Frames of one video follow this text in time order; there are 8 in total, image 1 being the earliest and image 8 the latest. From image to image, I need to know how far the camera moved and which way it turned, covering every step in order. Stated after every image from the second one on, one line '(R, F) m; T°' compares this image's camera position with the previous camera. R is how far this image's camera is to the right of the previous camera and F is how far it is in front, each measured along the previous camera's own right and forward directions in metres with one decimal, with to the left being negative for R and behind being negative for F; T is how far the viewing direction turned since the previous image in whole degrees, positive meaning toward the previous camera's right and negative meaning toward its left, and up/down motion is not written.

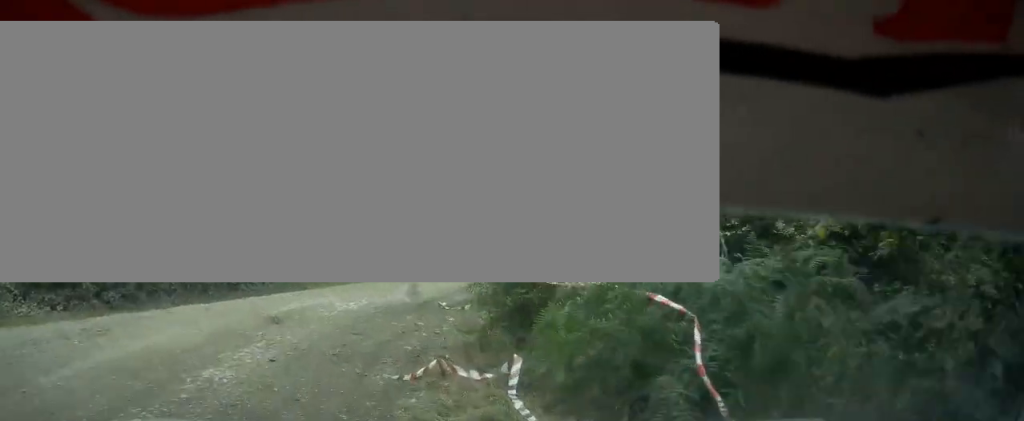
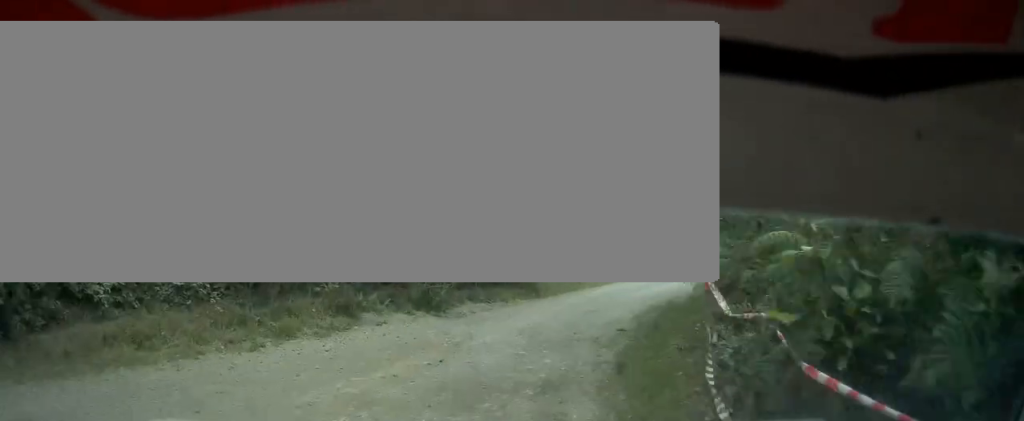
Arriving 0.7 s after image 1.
(+0.5, +8.6) m; +10°
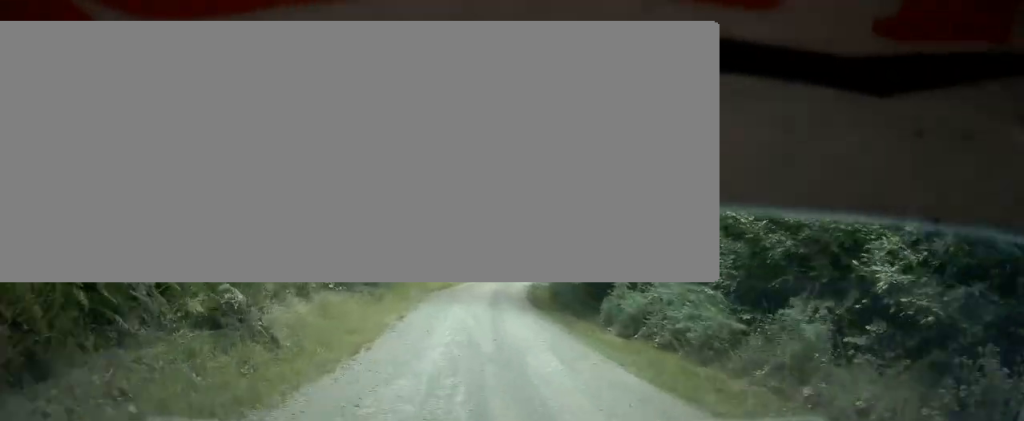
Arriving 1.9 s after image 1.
(+3.7, +15.7) m; +34°
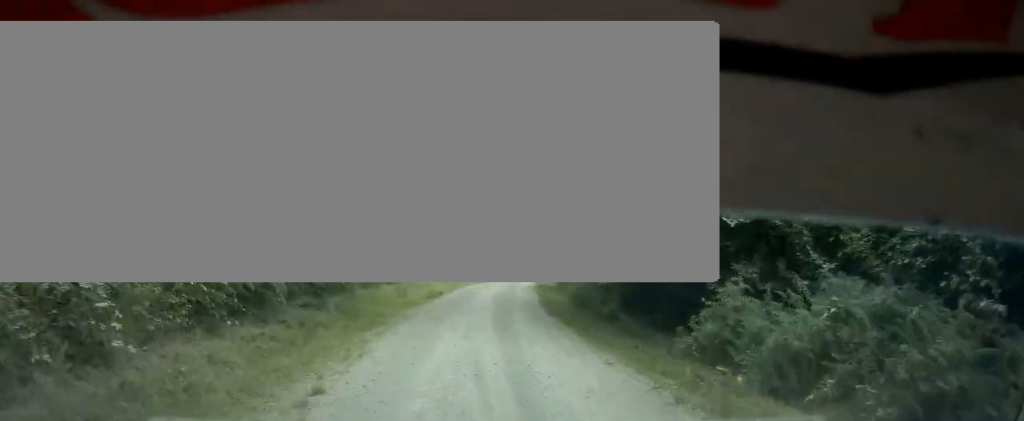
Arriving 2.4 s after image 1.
(+1.5, +5.8) m; +13°
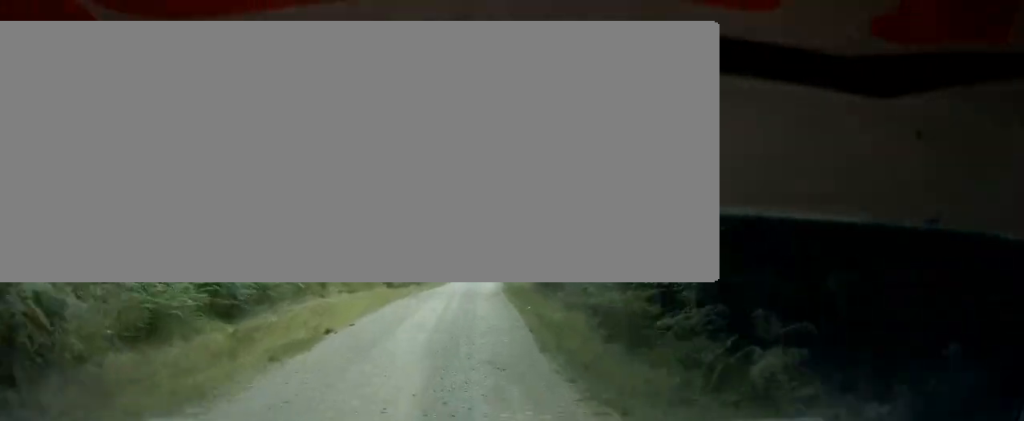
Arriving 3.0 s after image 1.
(+1.7, +9.7) m; +13°
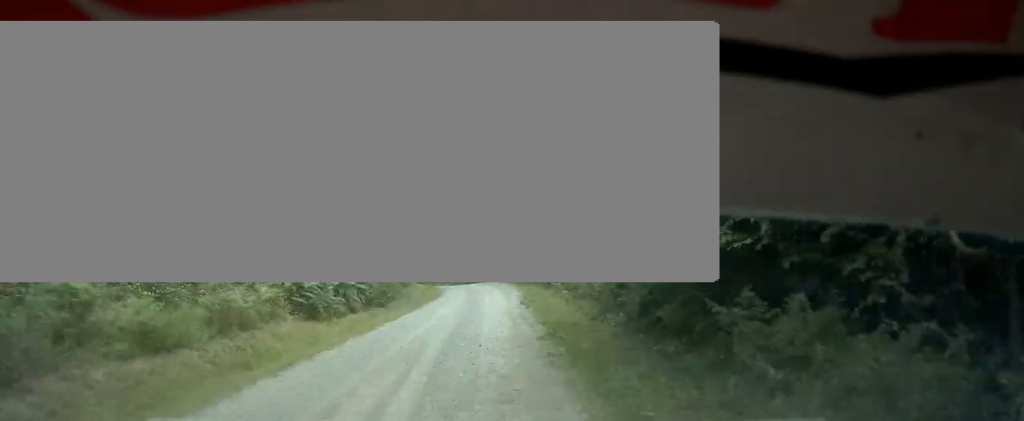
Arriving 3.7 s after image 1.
(+1.0, +12.7) m; +6°
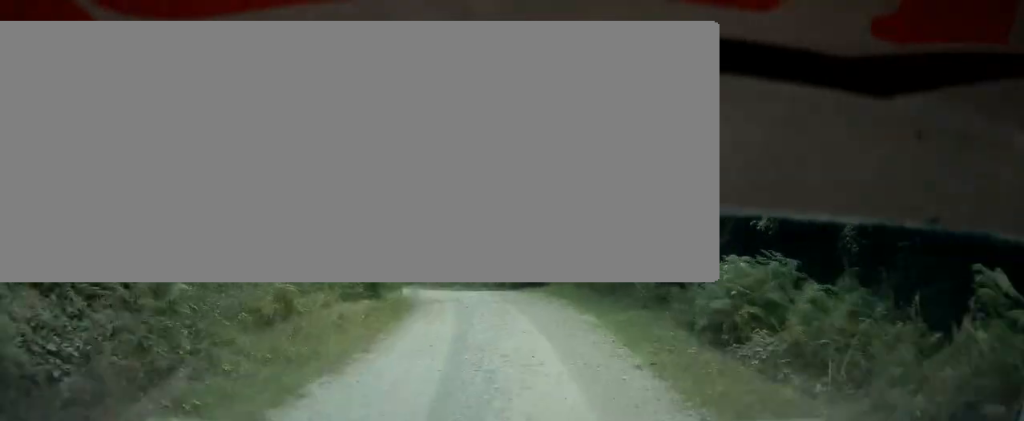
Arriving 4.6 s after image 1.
(+0.6, +21.5) m; -4°
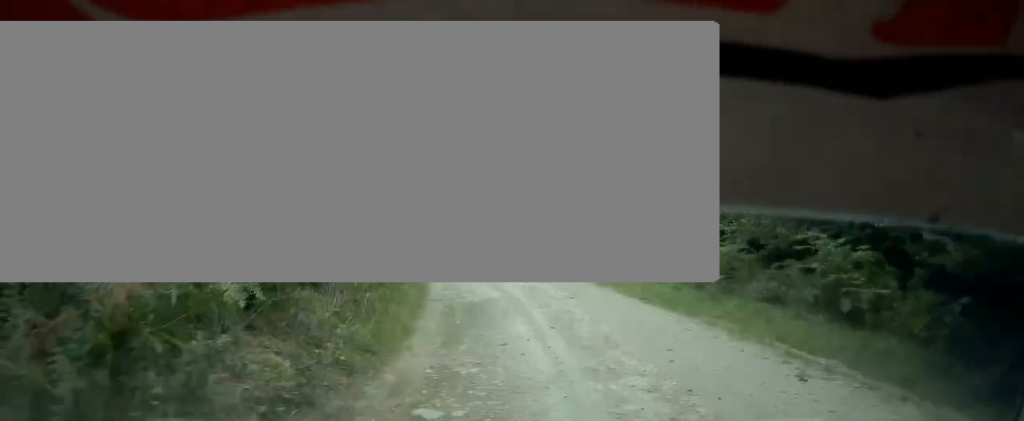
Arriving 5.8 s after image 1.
(-3.2, +31.5) m; -11°
